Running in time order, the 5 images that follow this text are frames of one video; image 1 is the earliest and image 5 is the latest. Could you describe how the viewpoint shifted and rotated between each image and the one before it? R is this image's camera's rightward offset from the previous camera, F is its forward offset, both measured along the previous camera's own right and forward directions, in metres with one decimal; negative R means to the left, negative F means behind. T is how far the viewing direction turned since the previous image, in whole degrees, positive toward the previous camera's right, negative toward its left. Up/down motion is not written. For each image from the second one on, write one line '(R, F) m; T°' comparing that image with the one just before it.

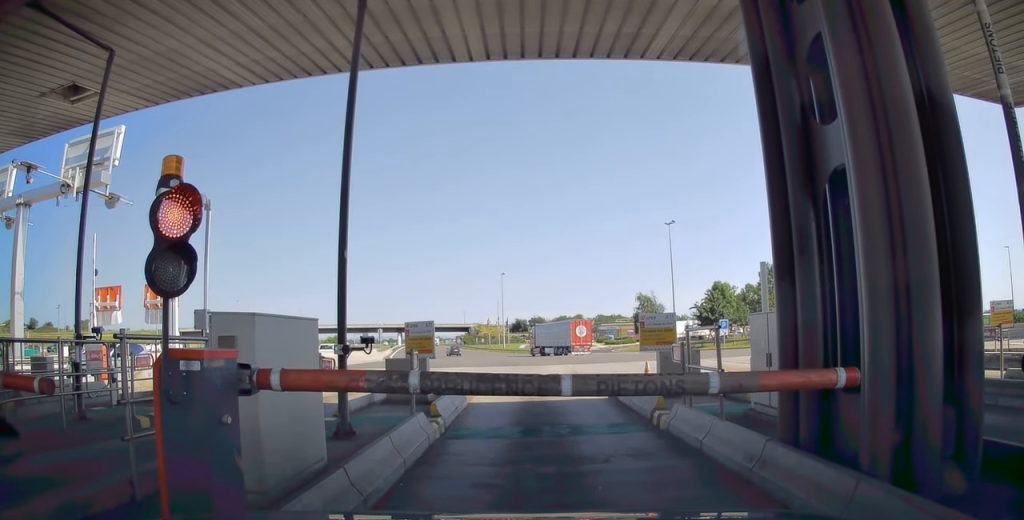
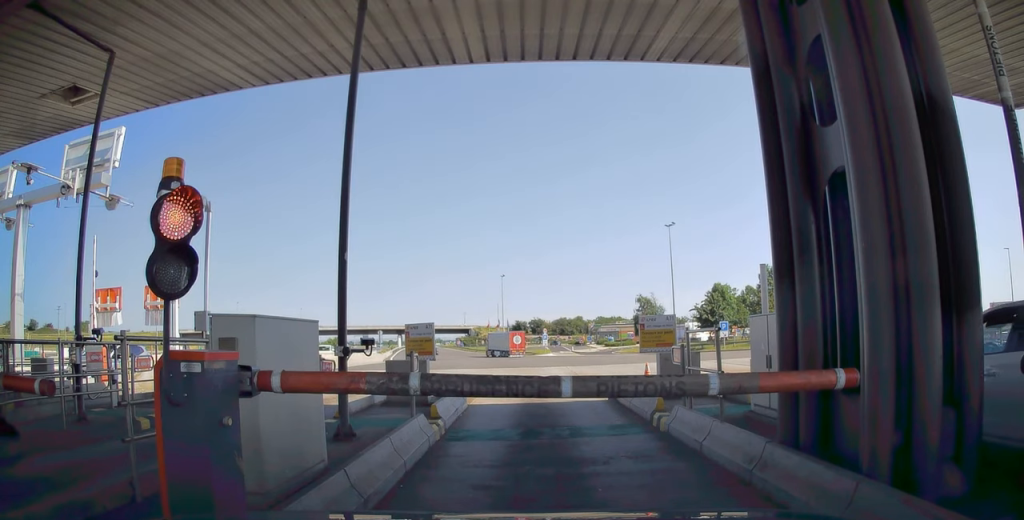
(0.0, 0.0) m; 0°
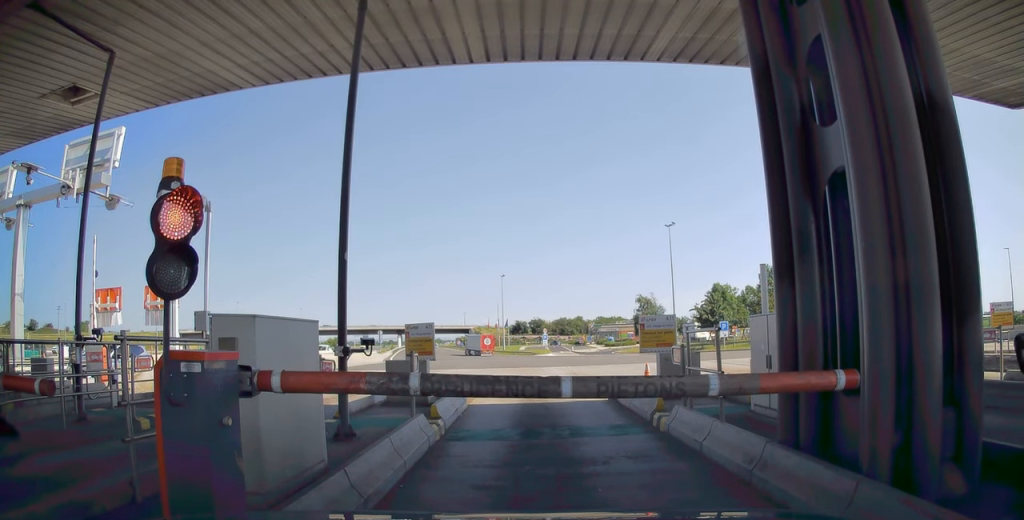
(0.0, 0.0) m; 0°
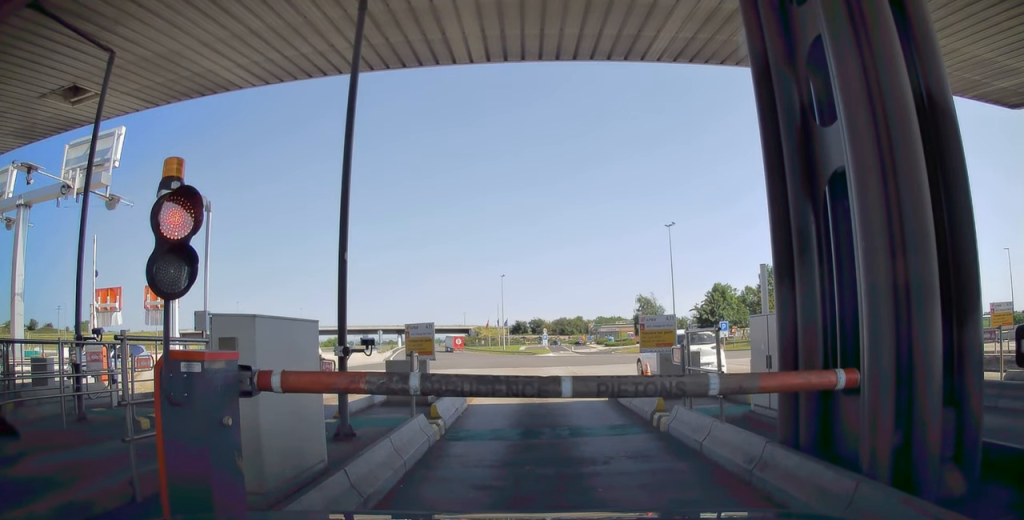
(0.0, +0.4) m; 0°
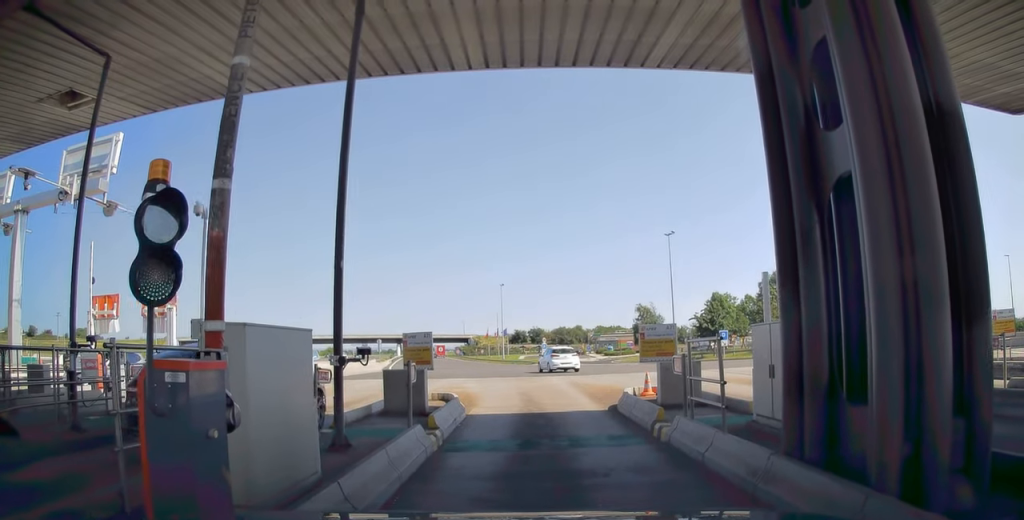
(-0.1, +0.7) m; 0°
